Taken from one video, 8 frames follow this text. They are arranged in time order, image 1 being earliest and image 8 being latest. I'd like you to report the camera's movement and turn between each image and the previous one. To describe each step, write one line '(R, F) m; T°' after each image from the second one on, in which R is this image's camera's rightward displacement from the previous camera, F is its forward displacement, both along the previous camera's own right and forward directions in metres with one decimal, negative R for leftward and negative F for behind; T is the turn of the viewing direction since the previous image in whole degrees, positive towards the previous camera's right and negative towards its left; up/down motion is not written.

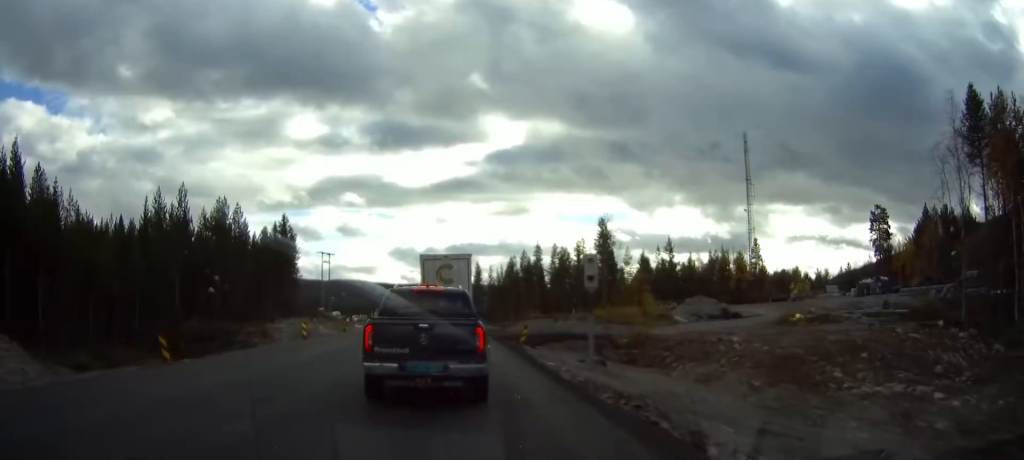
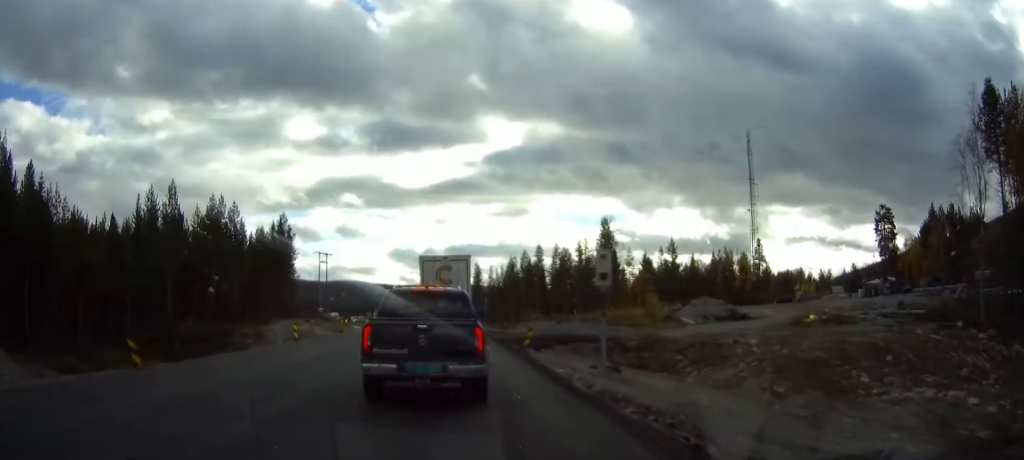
(0.0, +1.9) m; 0°
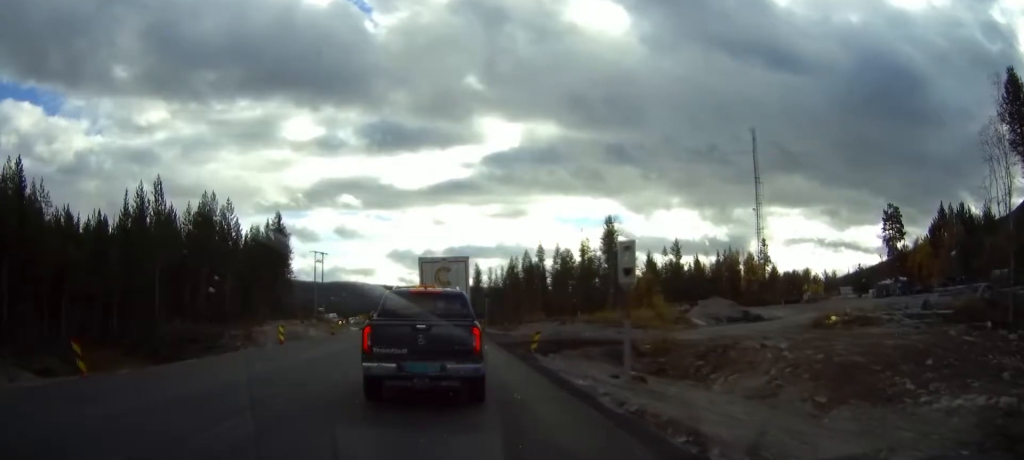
(0.0, +2.9) m; +1°
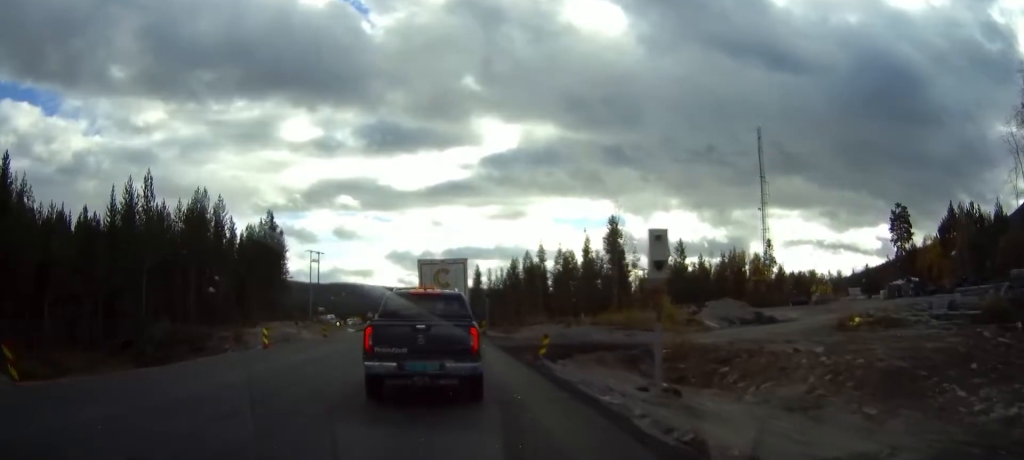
(0.0, +2.9) m; 0°
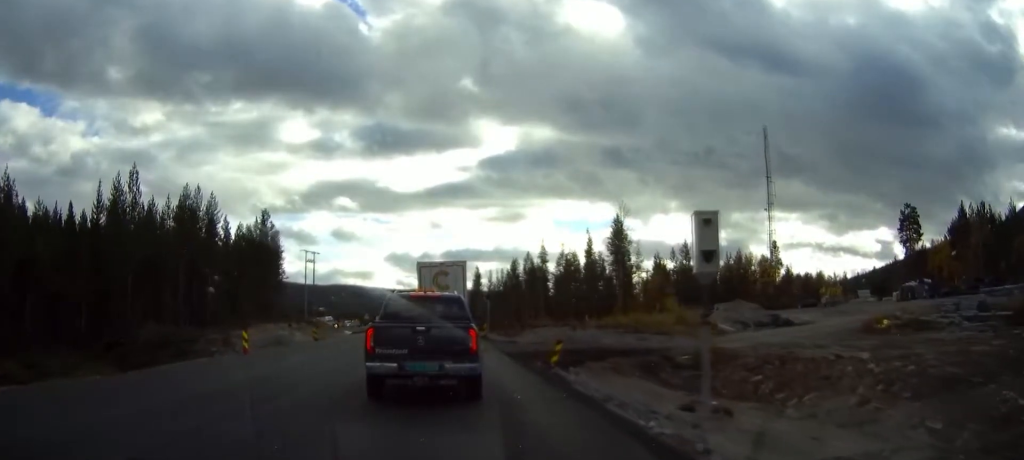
(0.0, +3.0) m; 0°
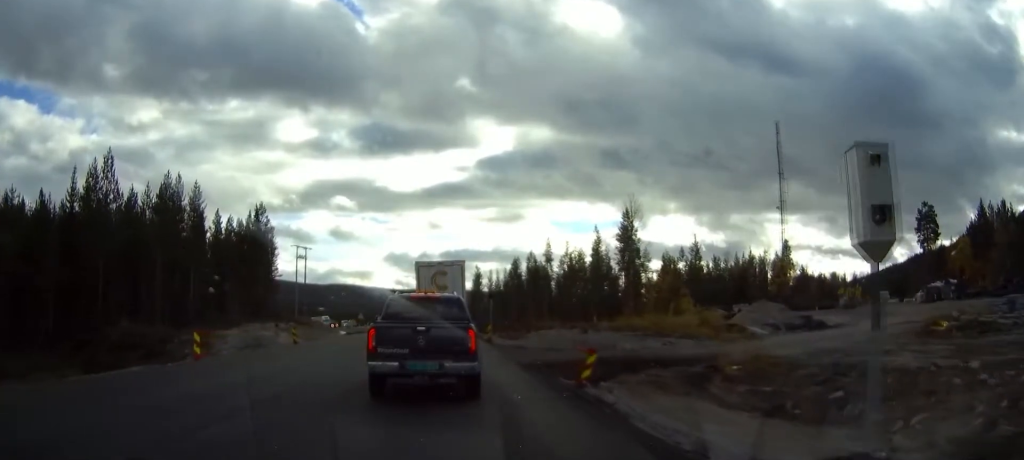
(0.0, +5.3) m; +1°
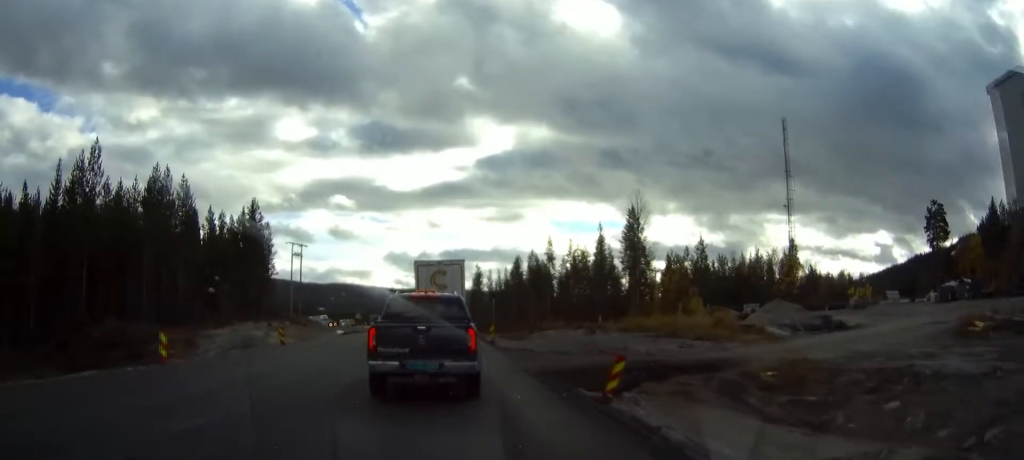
(0.0, +2.7) m; 0°
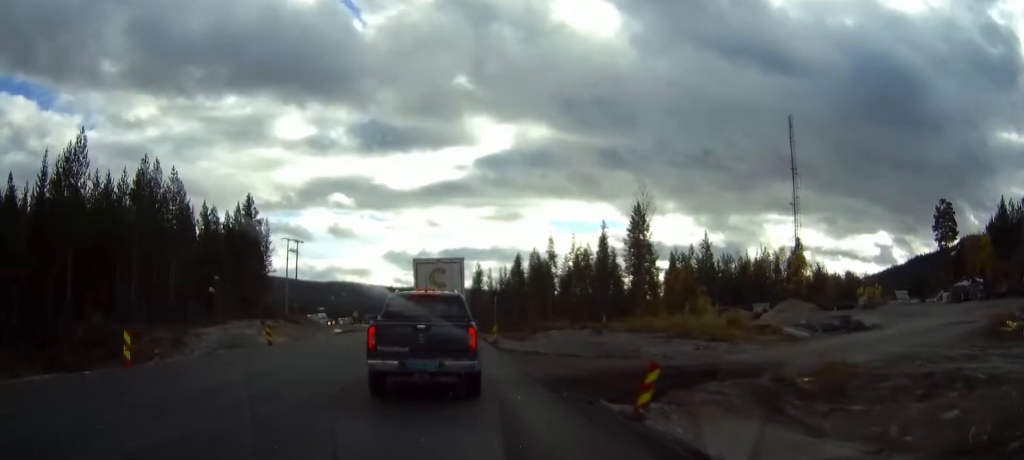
(0.0, +2.3) m; 0°
